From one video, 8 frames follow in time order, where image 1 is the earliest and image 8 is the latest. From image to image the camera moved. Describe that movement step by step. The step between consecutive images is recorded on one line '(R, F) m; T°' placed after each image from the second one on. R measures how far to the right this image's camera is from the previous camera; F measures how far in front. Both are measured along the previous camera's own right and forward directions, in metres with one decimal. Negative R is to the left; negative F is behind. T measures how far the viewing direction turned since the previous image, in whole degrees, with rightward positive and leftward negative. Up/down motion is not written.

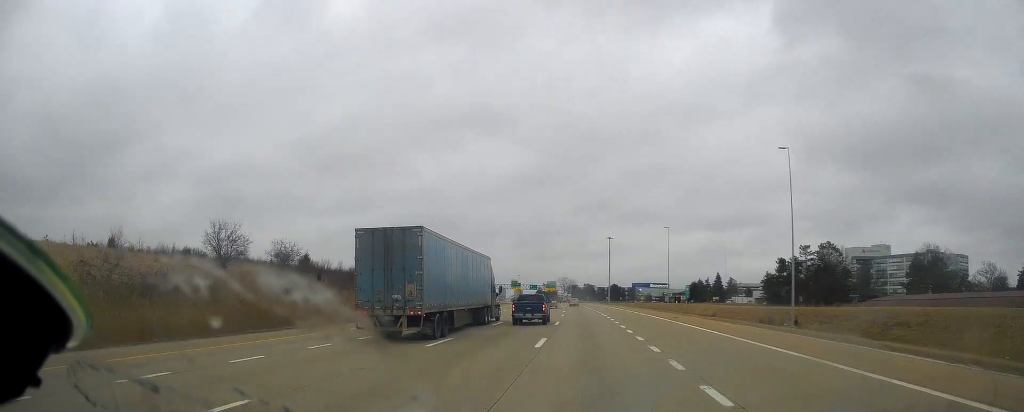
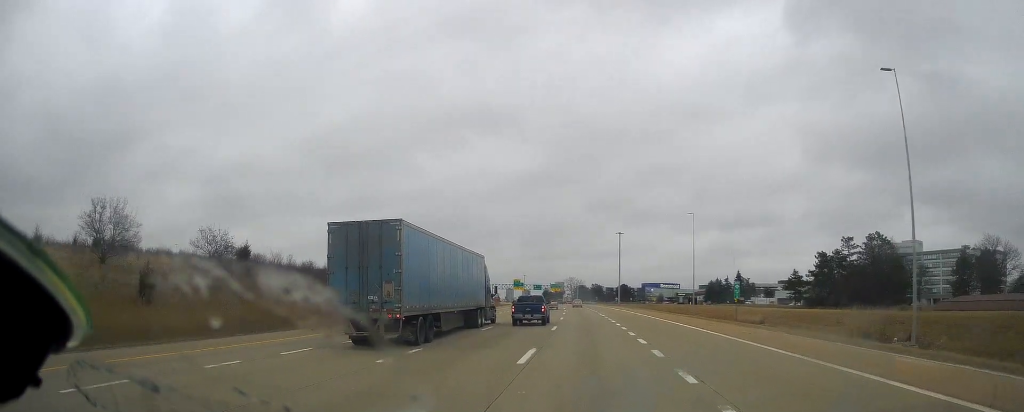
(-0.2, +20.0) m; -1°
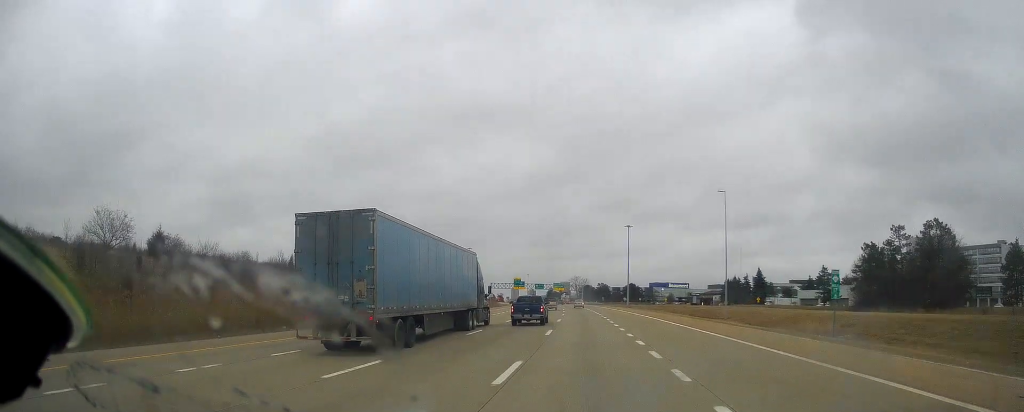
(-0.2, +19.0) m; -1°
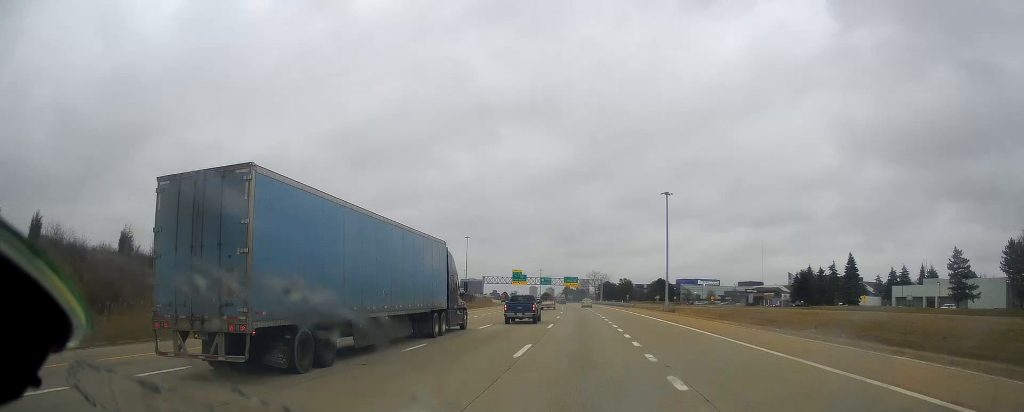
(-1.3, +56.7) m; -3°
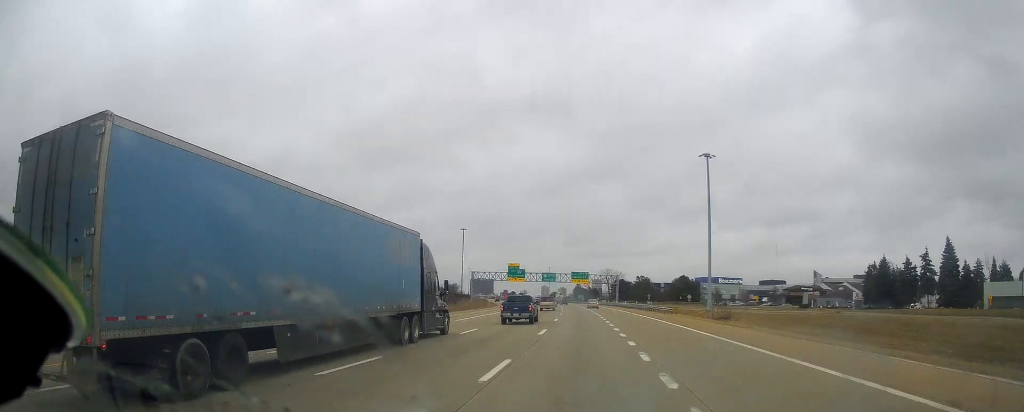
(-0.7, +35.3) m; -1°
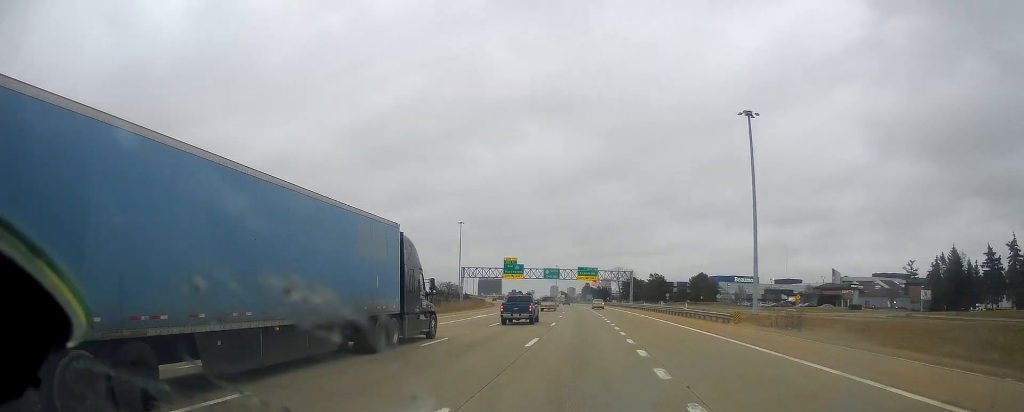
(-0.2, +22.2) m; 0°
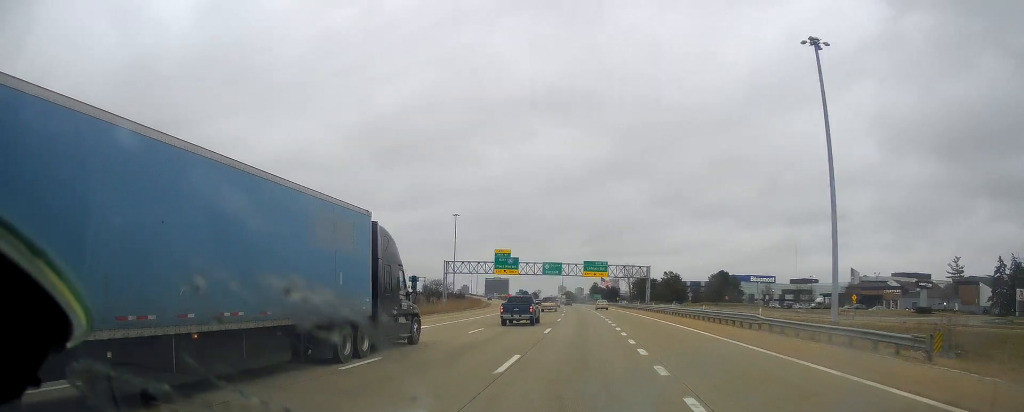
(+0.1, +22.4) m; 0°
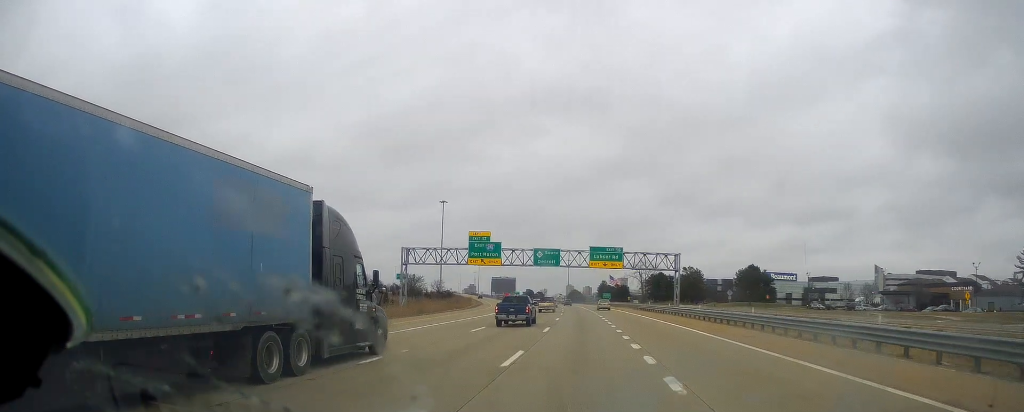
(-0.3, +29.1) m; 0°
